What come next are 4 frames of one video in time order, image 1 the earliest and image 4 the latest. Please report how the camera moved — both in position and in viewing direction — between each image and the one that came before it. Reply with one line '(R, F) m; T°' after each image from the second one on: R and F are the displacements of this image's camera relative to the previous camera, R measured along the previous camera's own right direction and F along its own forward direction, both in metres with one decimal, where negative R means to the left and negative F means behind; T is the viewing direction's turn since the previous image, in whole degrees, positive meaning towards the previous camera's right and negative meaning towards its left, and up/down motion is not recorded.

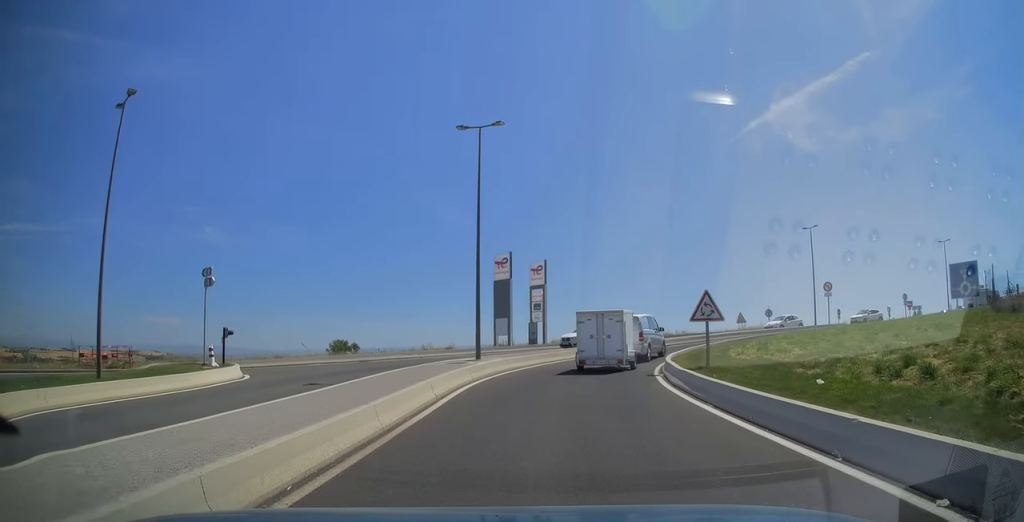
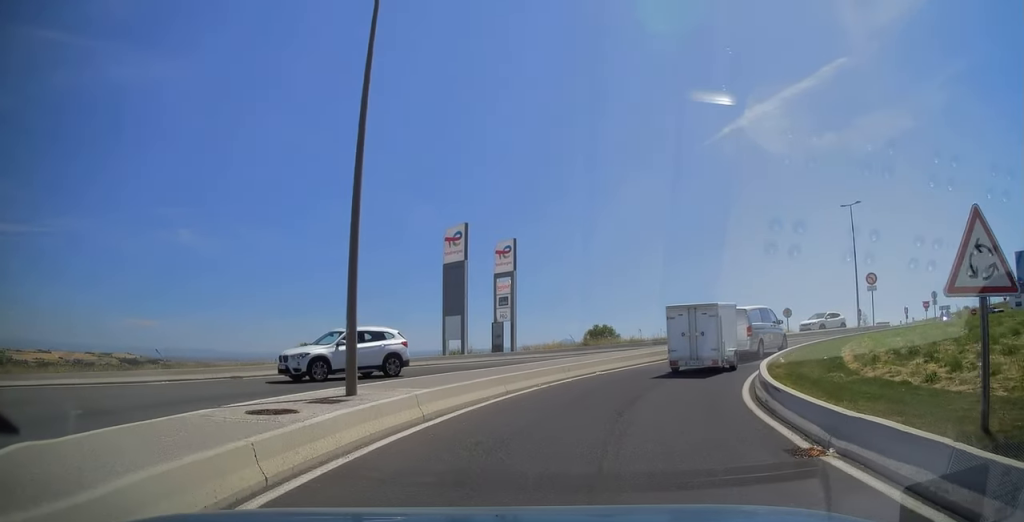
(+0.2, +11.9) m; +3°
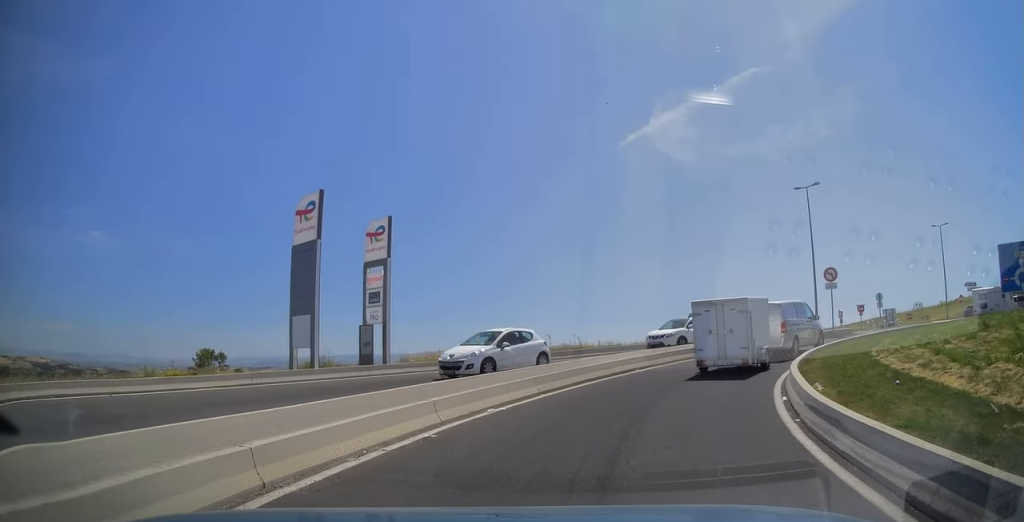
(+0.3, +8.0) m; +7°
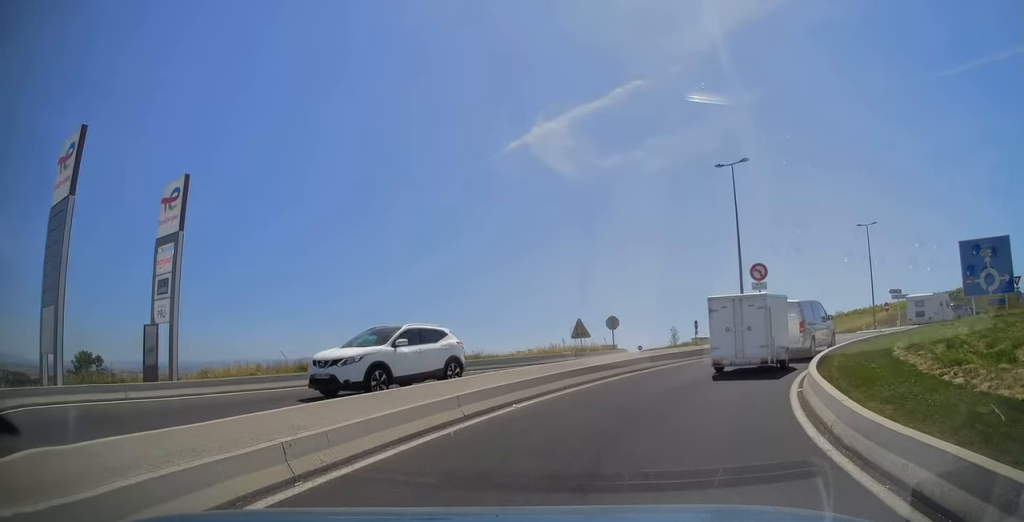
(+0.7, +7.7) m; +11°
